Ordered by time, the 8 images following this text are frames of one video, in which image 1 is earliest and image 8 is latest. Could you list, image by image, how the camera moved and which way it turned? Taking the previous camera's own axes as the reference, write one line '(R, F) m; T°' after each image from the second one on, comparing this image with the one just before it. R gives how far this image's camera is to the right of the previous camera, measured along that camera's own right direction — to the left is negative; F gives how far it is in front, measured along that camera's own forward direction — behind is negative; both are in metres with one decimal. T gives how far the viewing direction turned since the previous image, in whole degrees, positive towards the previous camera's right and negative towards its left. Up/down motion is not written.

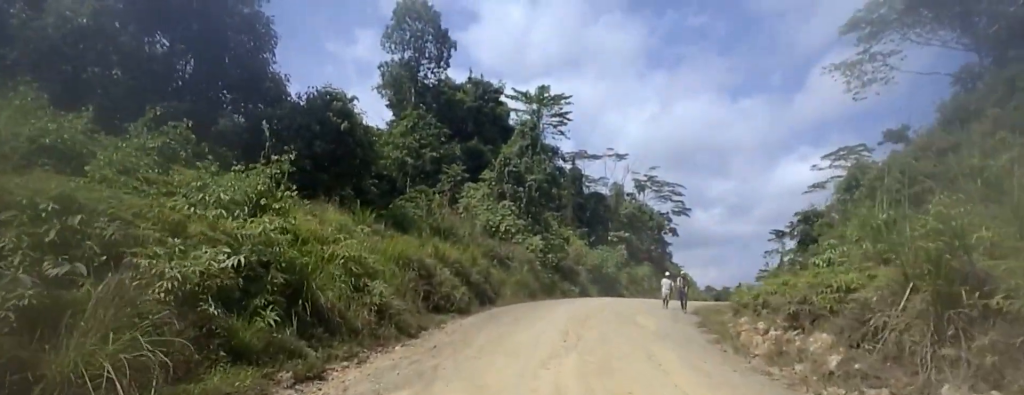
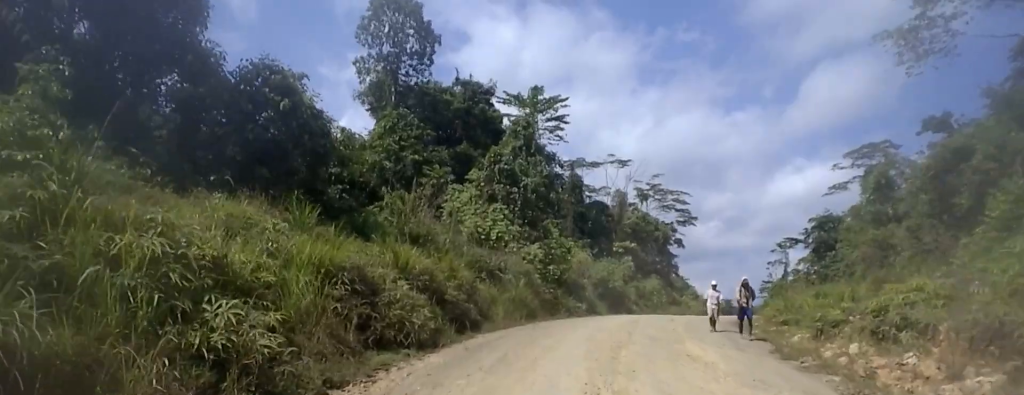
(-0.5, +6.8) m; -6°
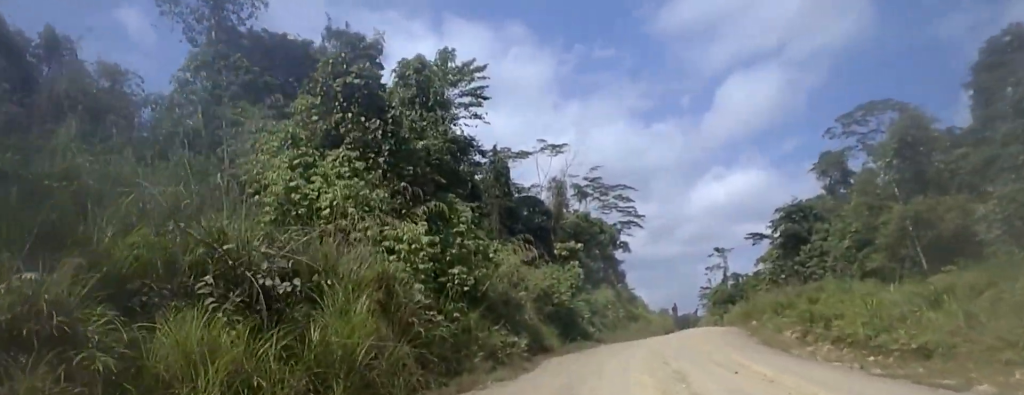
(+2.9, +17.6) m; +24°
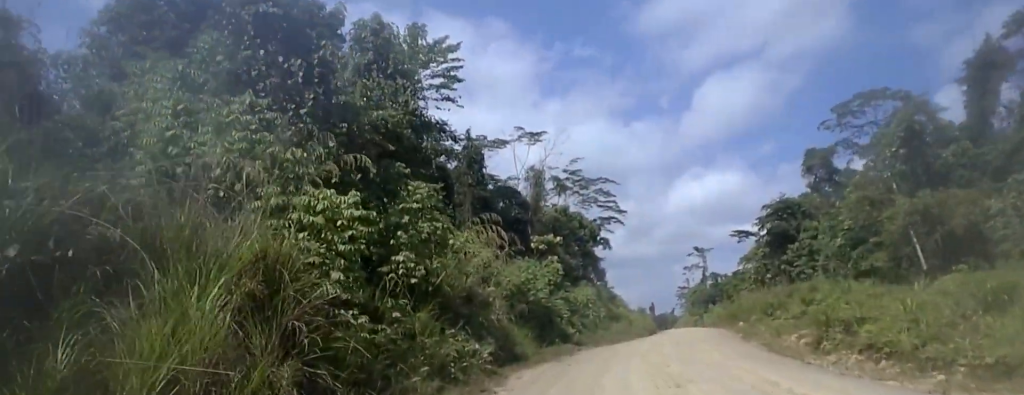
(0.0, +4.1) m; +6°
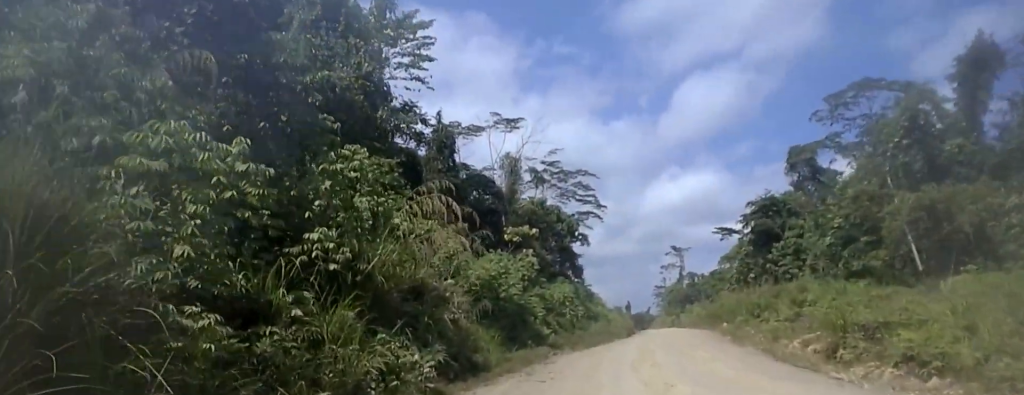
(+0.7, +3.7) m; 0°
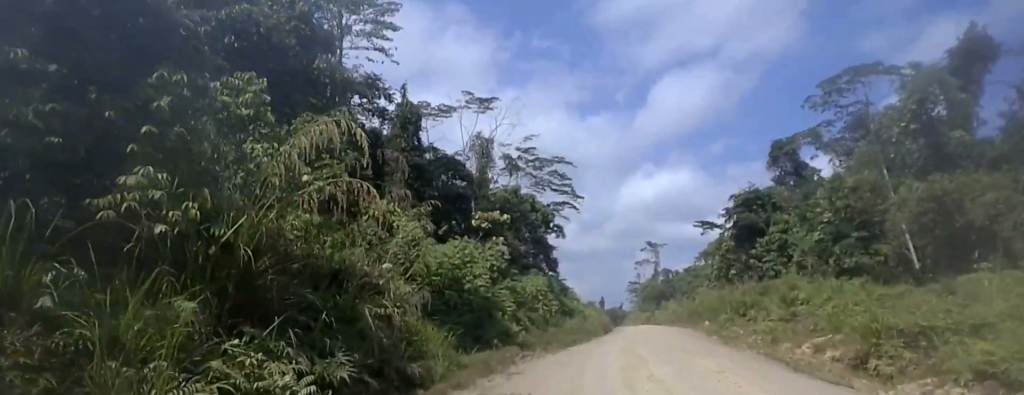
(+0.1, +4.1) m; -2°
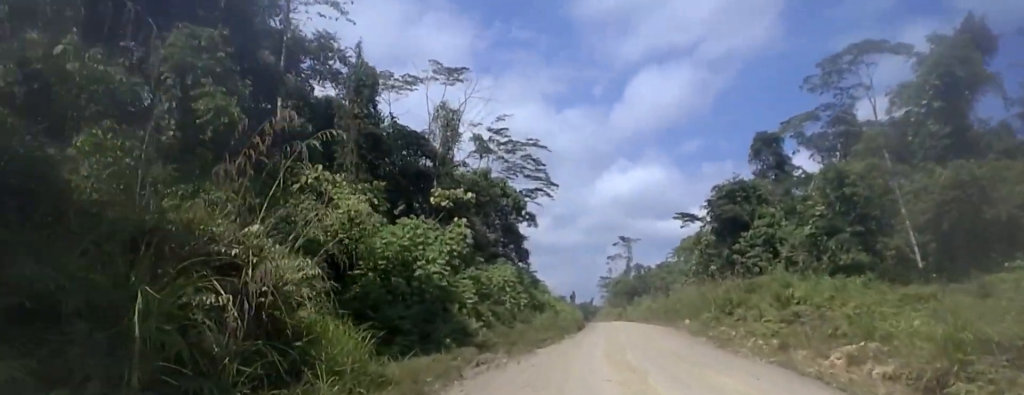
(-0.8, +5.2) m; -4°
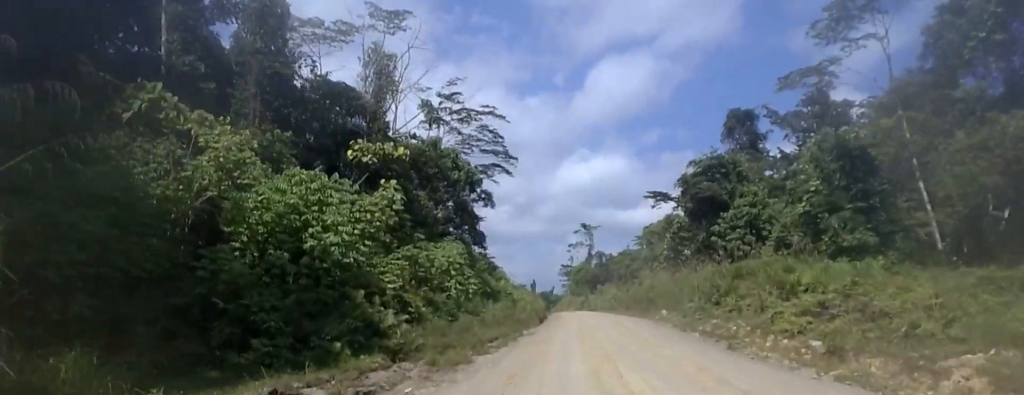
(+0.4, +8.7) m; +10°
